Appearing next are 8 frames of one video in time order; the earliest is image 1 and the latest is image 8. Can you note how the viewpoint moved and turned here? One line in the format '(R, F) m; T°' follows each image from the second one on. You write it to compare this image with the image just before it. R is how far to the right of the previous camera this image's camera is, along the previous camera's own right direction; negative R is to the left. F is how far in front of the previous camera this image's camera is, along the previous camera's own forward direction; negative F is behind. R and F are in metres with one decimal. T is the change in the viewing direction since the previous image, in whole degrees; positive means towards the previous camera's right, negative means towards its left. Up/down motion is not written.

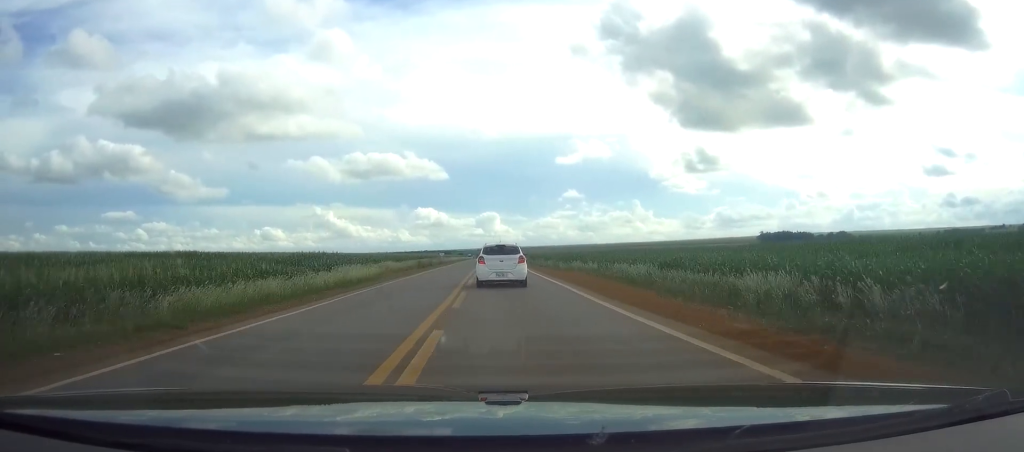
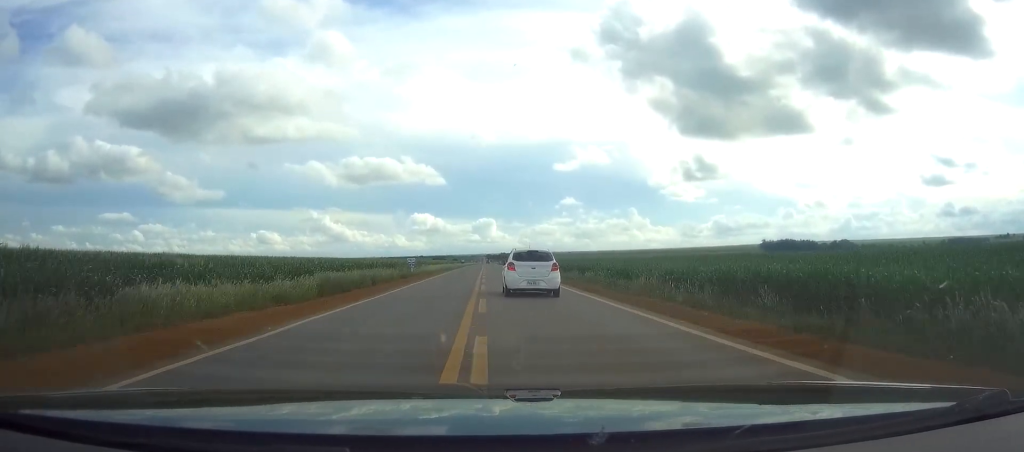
(-0.3, +48.2) m; -1°
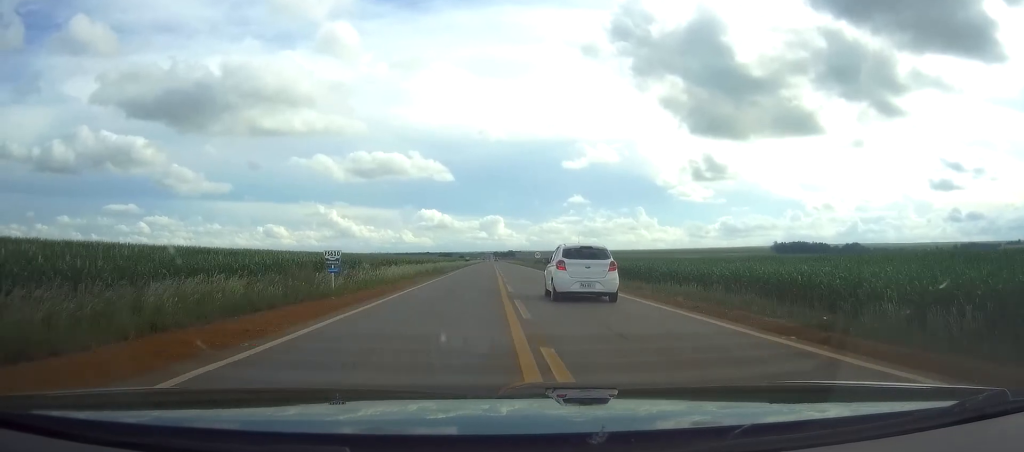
(-0.1, +40.8) m; 0°
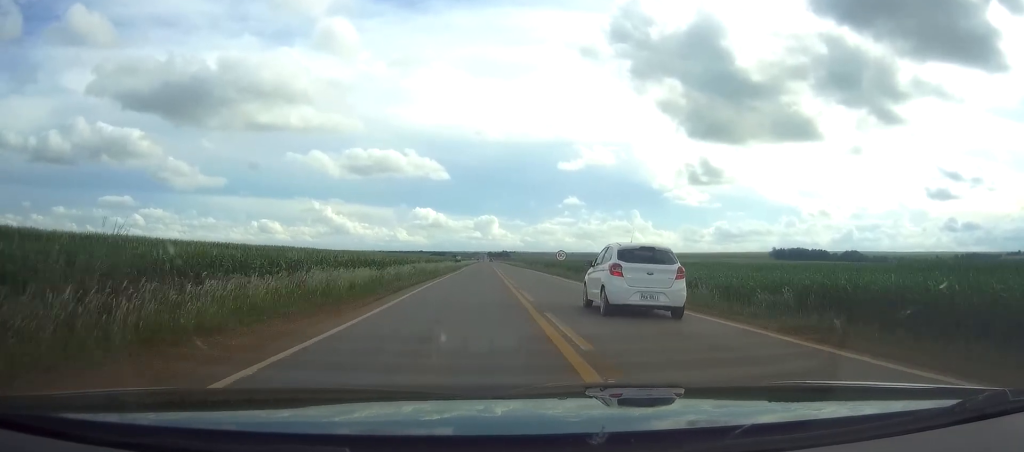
(-0.1, +32.7) m; 0°
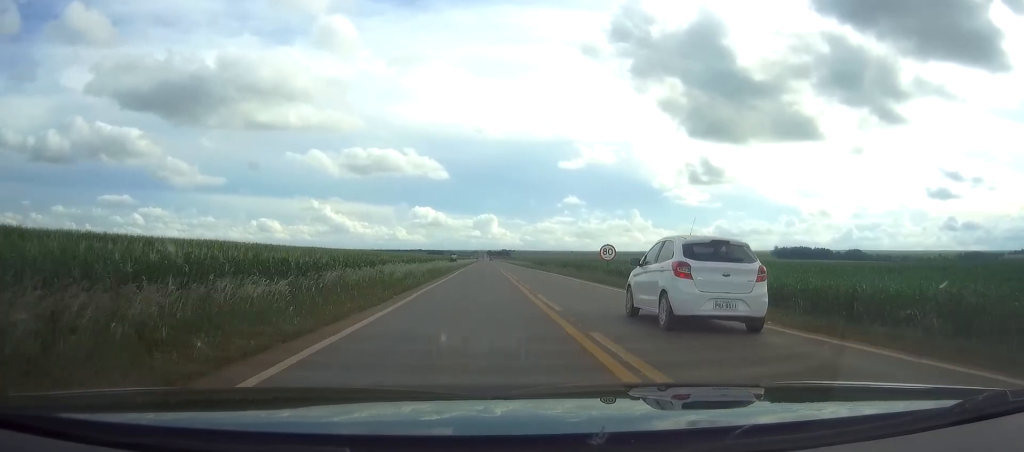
(-0.1, +23.2) m; 0°
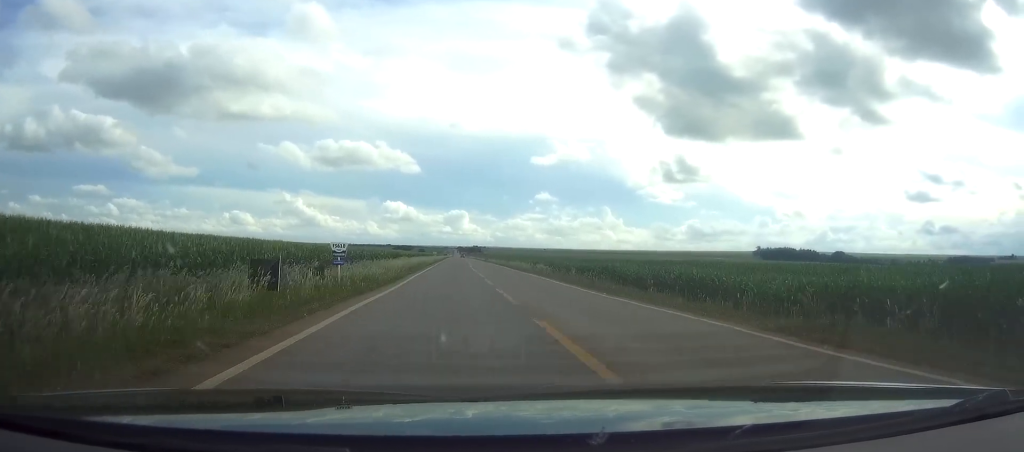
(+1.3, +84.0) m; +2°
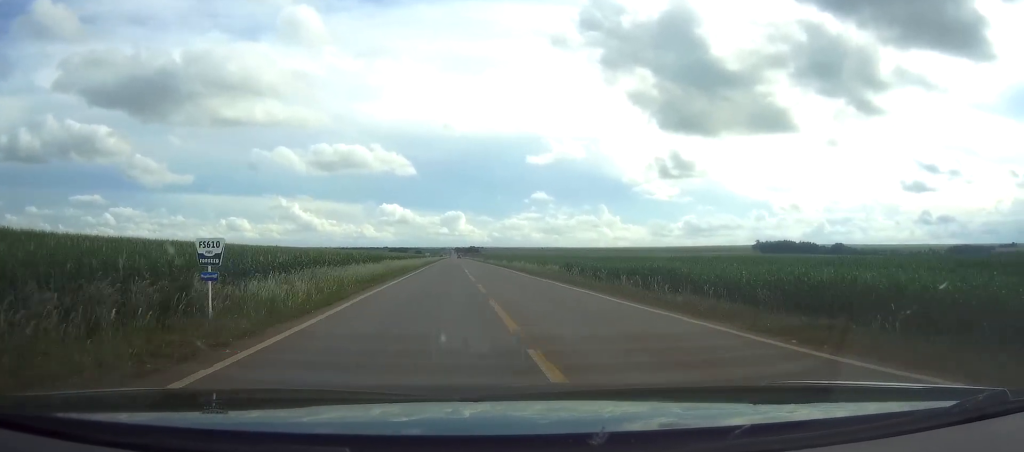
(+0.1, +15.1) m; 0°
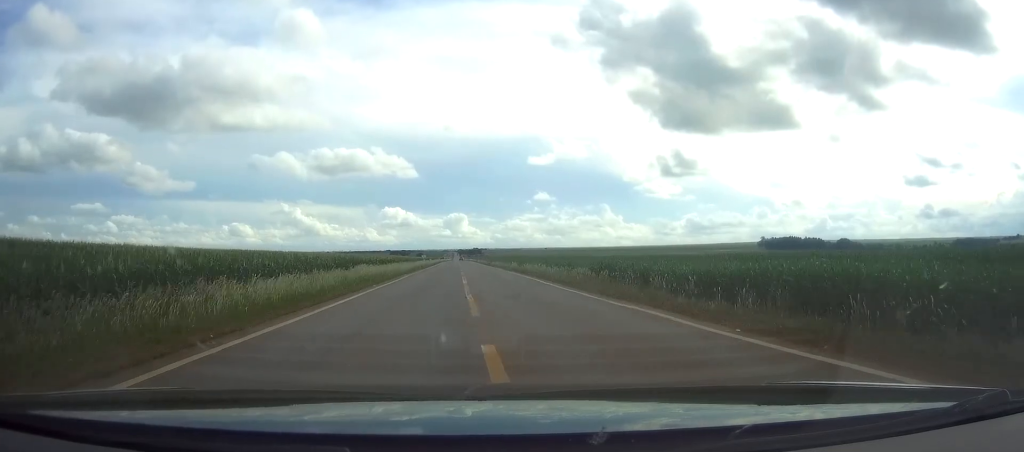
(+0.1, +17.6) m; 0°
